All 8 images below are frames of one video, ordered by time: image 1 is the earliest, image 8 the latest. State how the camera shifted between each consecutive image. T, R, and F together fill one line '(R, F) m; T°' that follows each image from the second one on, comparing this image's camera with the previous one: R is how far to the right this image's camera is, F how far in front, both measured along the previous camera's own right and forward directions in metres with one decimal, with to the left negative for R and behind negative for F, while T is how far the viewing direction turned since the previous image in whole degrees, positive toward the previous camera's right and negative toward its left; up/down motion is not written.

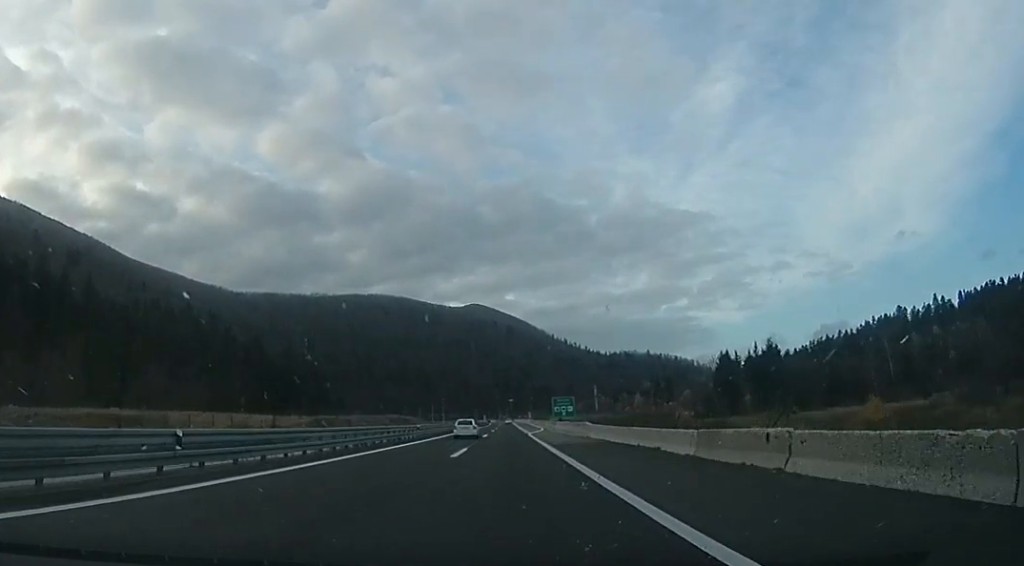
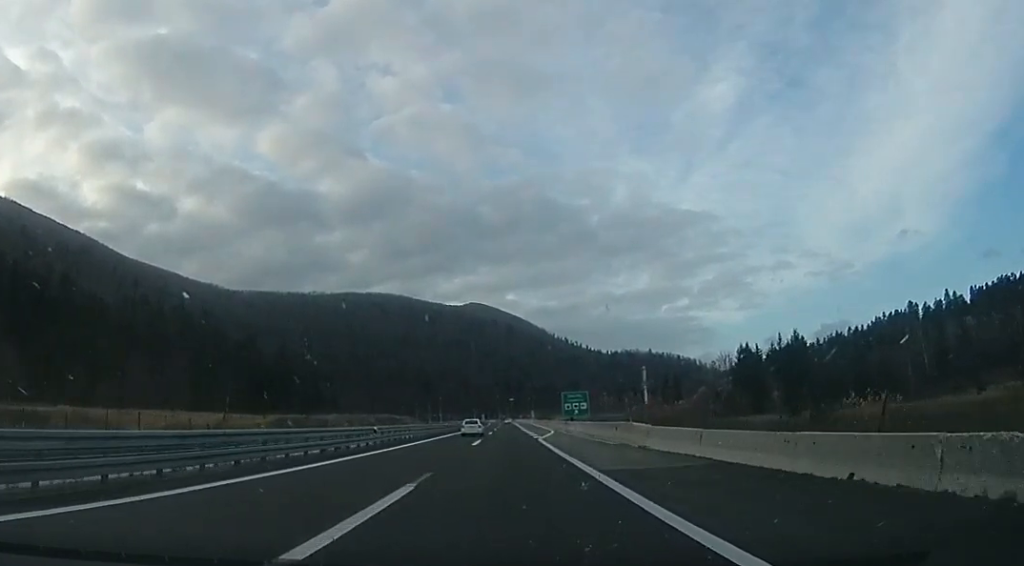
(+0.2, +16.1) m; +1°
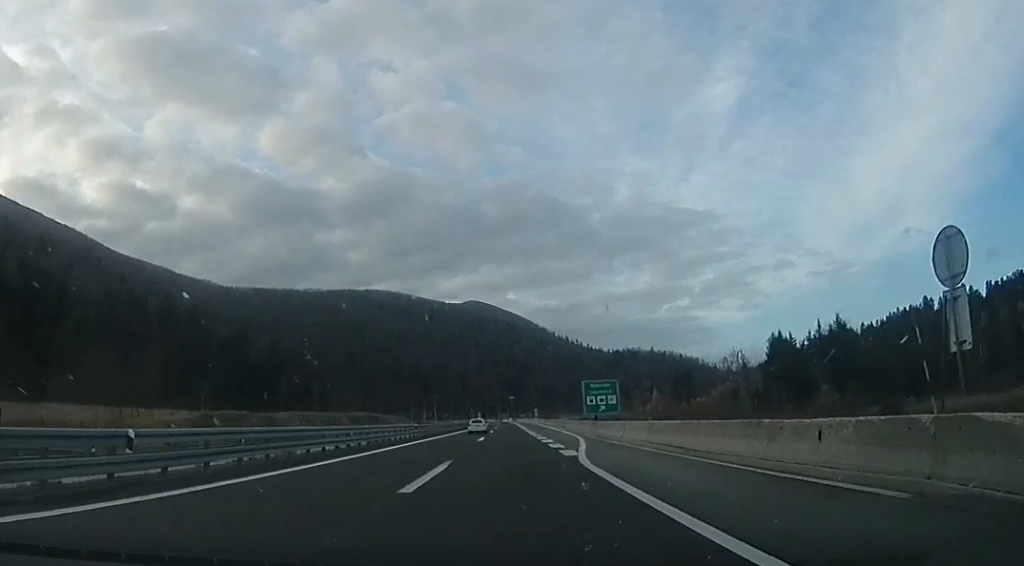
(+0.3, +22.0) m; -1°
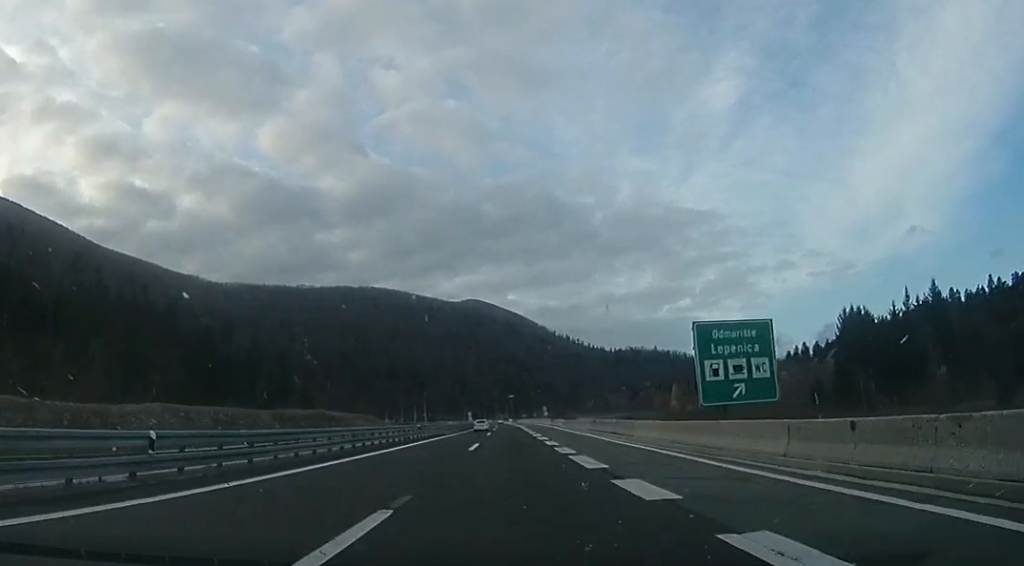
(-0.9, +35.4) m; -2°
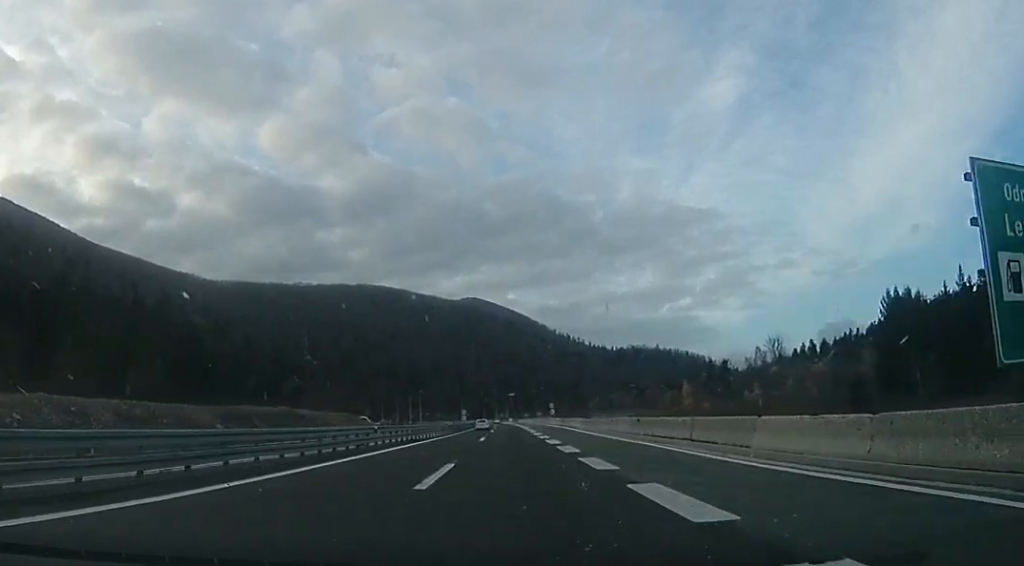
(-0.1, +15.7) m; 0°
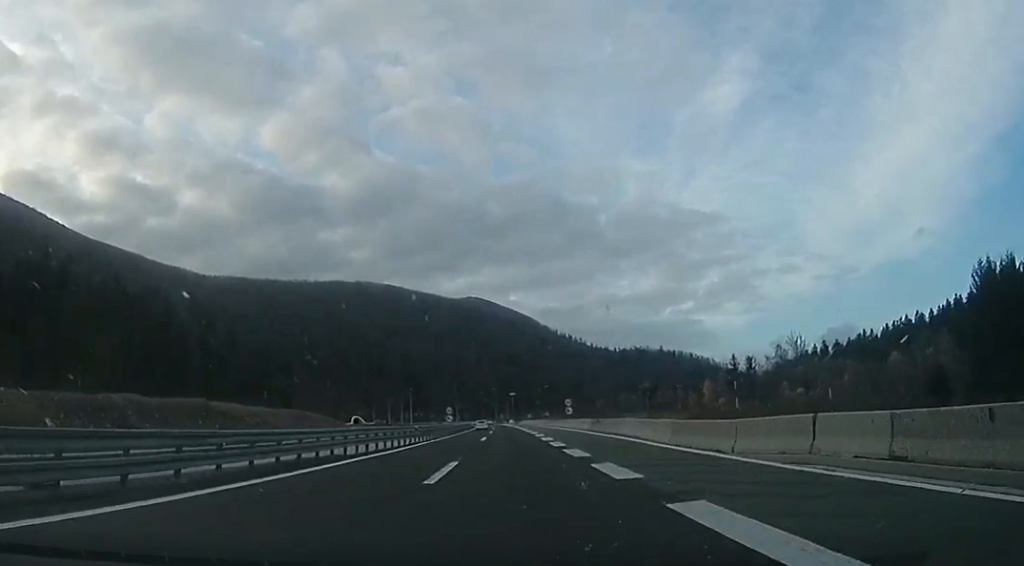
(+0.2, +24.7) m; +1°
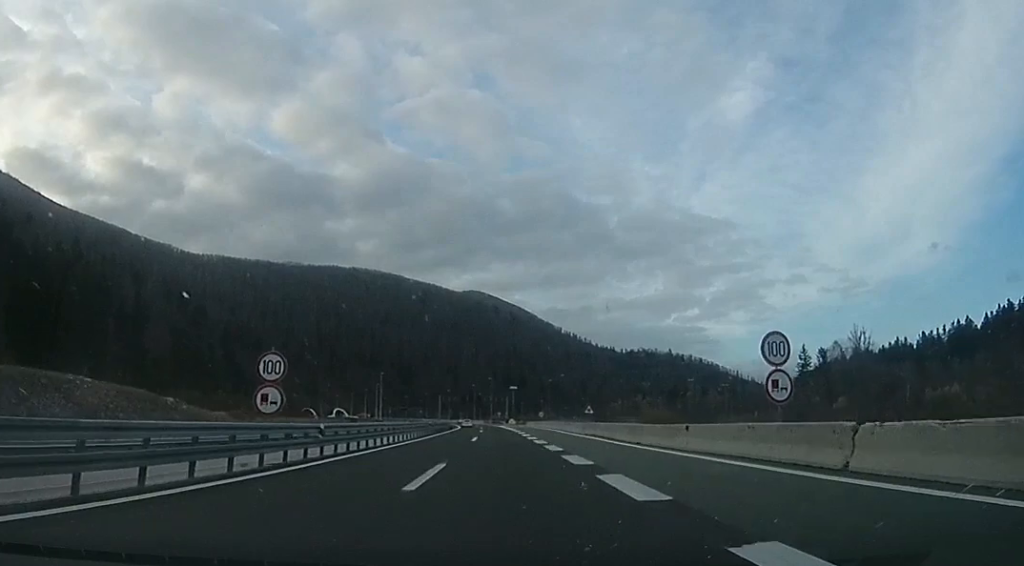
(-0.3, +53.4) m; -1°
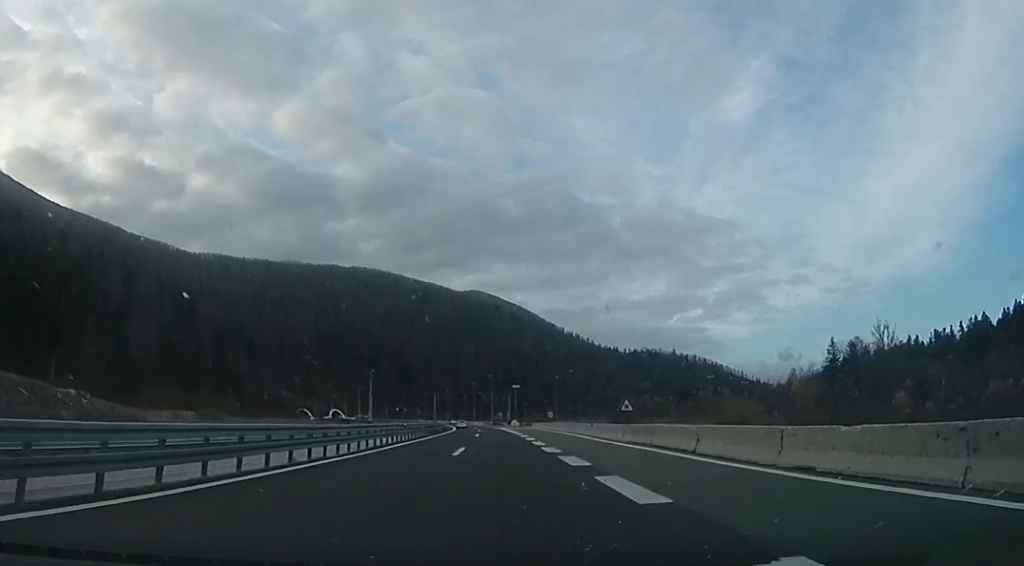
(-0.1, +15.3) m; +1°
